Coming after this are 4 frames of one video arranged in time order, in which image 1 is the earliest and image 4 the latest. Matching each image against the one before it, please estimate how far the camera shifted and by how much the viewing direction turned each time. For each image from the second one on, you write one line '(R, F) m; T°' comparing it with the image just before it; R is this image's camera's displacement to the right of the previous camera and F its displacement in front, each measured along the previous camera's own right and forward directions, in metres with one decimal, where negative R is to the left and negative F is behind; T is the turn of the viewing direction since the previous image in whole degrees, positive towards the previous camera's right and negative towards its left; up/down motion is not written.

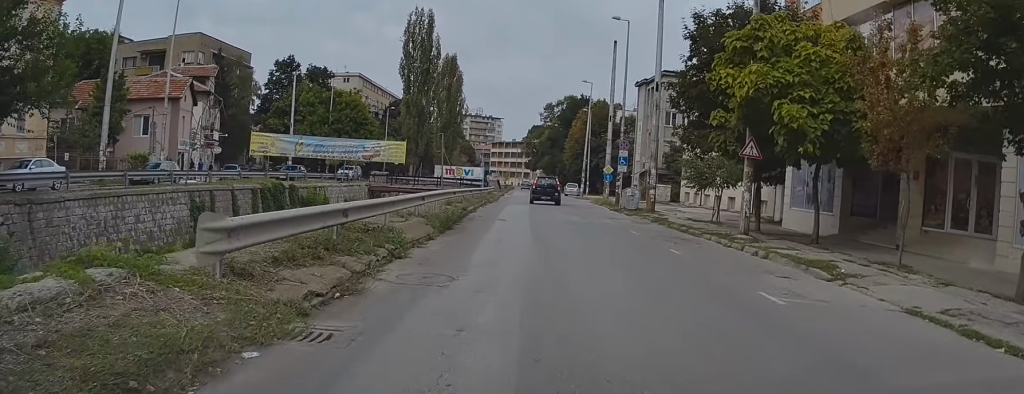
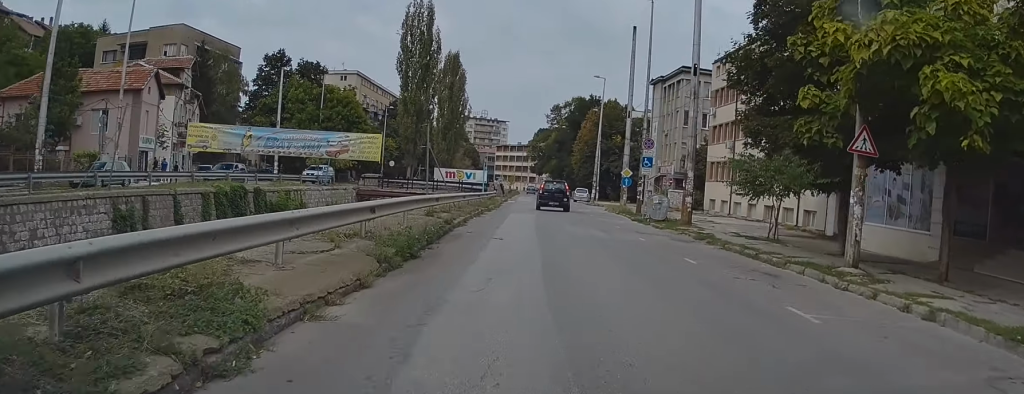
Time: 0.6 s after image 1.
(0.0, +6.8) m; 0°
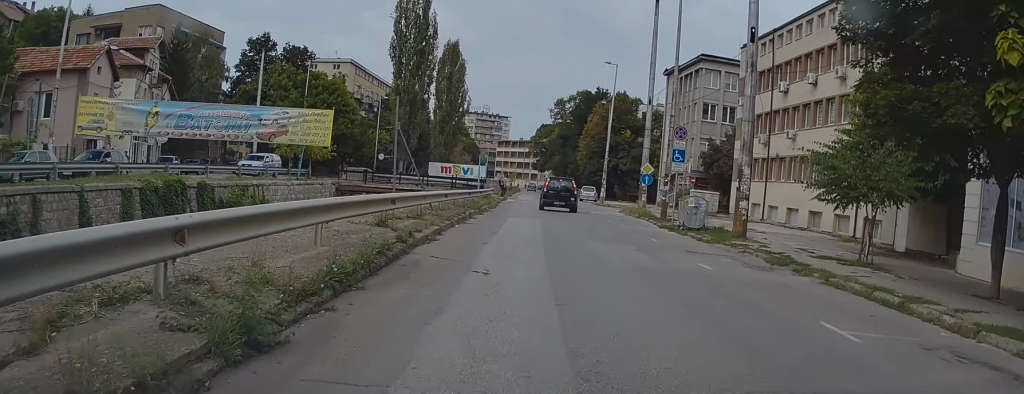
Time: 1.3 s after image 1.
(0.0, +7.3) m; -1°
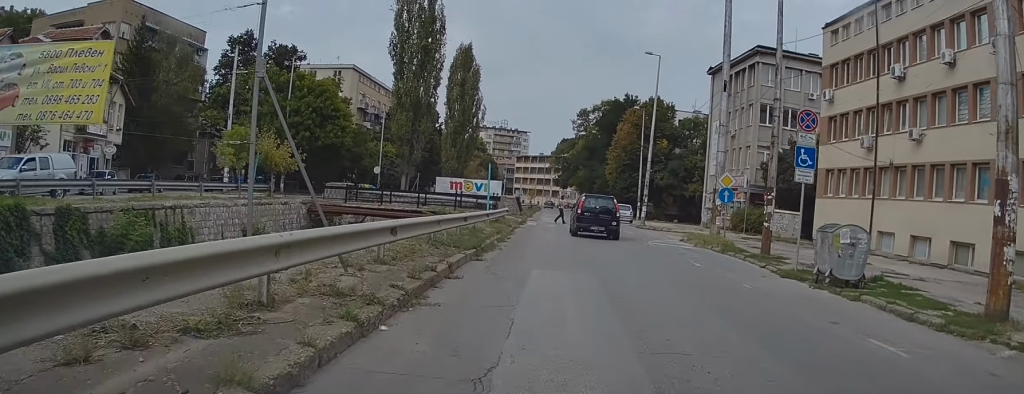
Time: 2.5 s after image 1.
(-0.2, +12.1) m; +1°
